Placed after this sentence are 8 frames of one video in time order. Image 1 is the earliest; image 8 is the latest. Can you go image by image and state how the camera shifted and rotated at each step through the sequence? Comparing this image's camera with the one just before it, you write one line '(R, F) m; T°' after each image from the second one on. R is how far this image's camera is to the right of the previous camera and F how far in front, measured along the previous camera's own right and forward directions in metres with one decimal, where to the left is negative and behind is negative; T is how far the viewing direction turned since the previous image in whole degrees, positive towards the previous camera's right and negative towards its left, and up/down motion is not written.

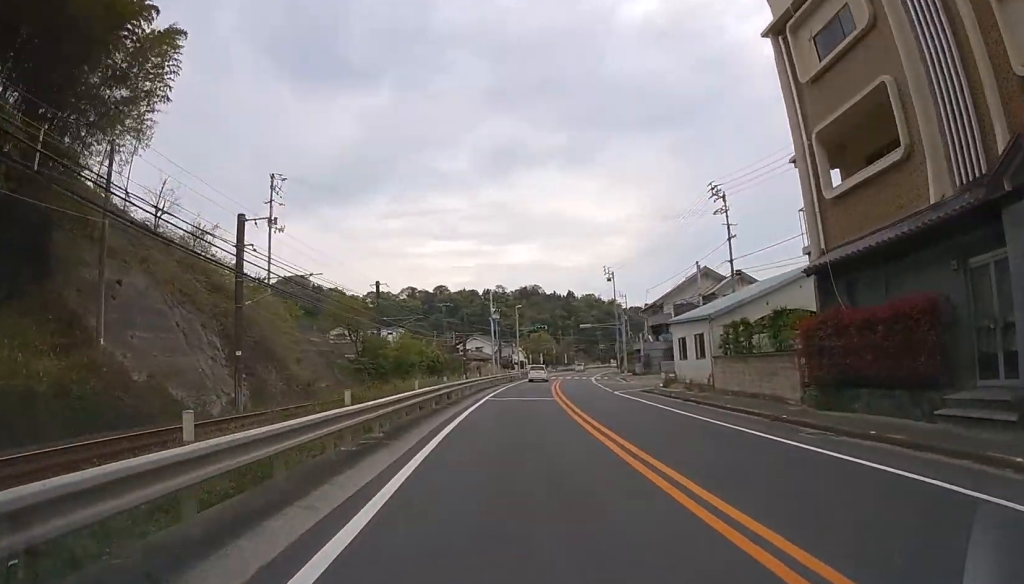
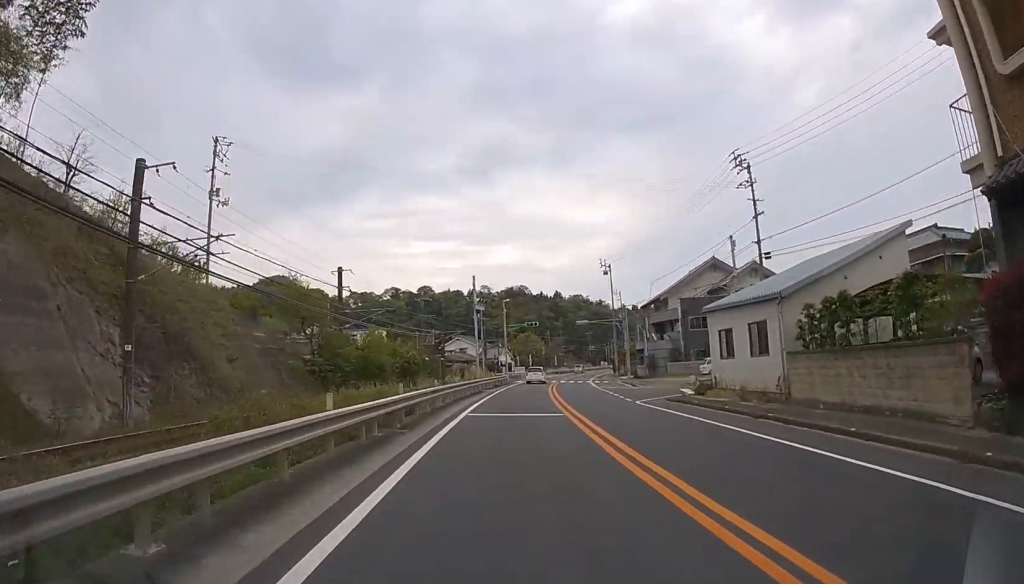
(0.0, +7.2) m; 0°
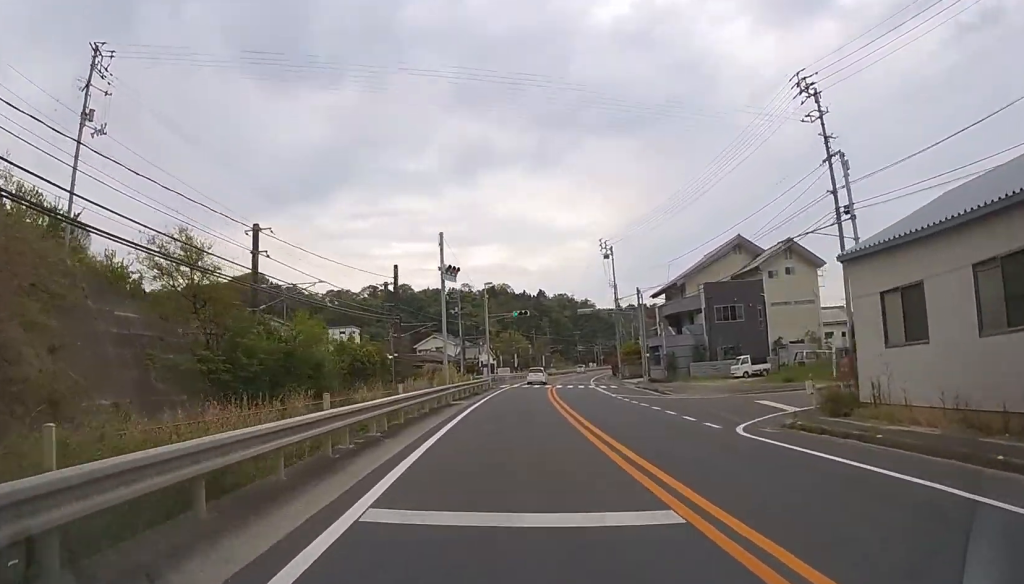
(0.0, +12.1) m; 0°
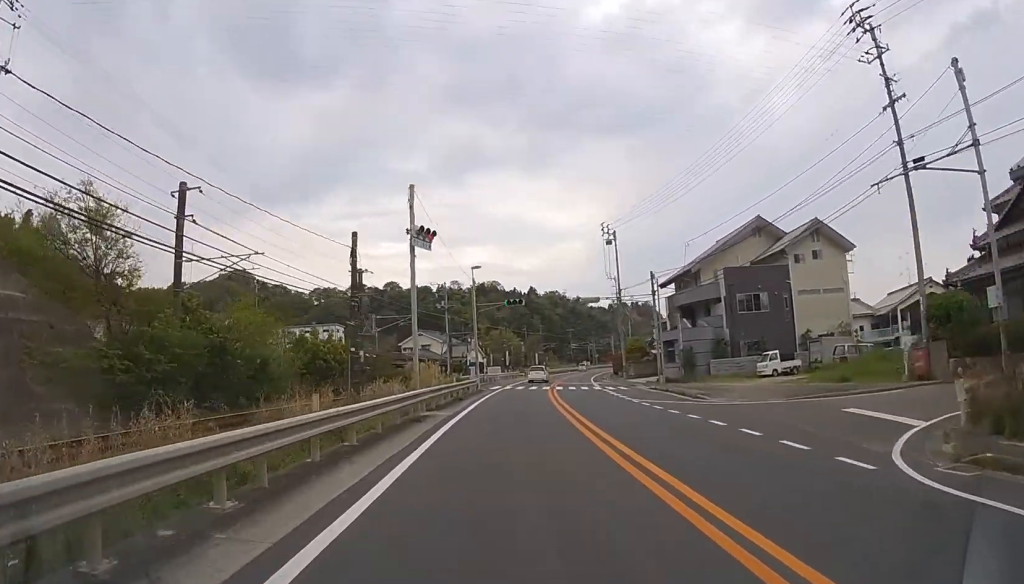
(0.0, +6.3) m; 0°
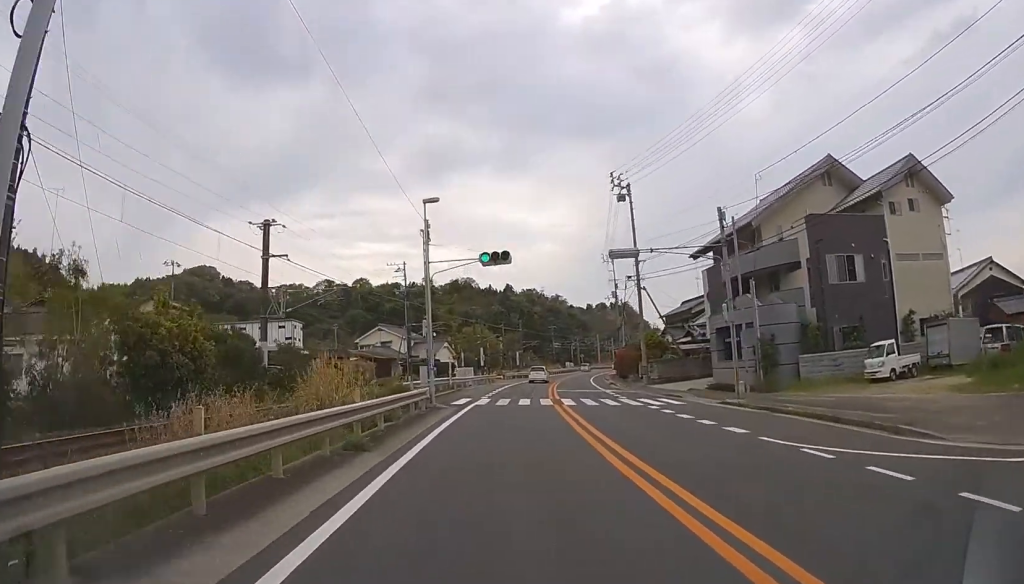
(0.0, +15.1) m; 0°
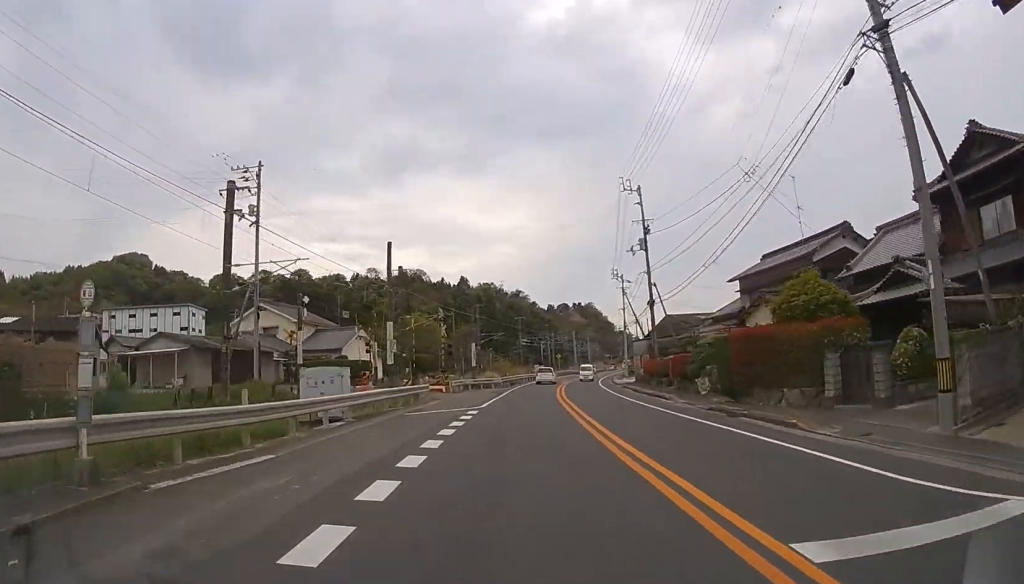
(+1.4, +30.4) m; +10°
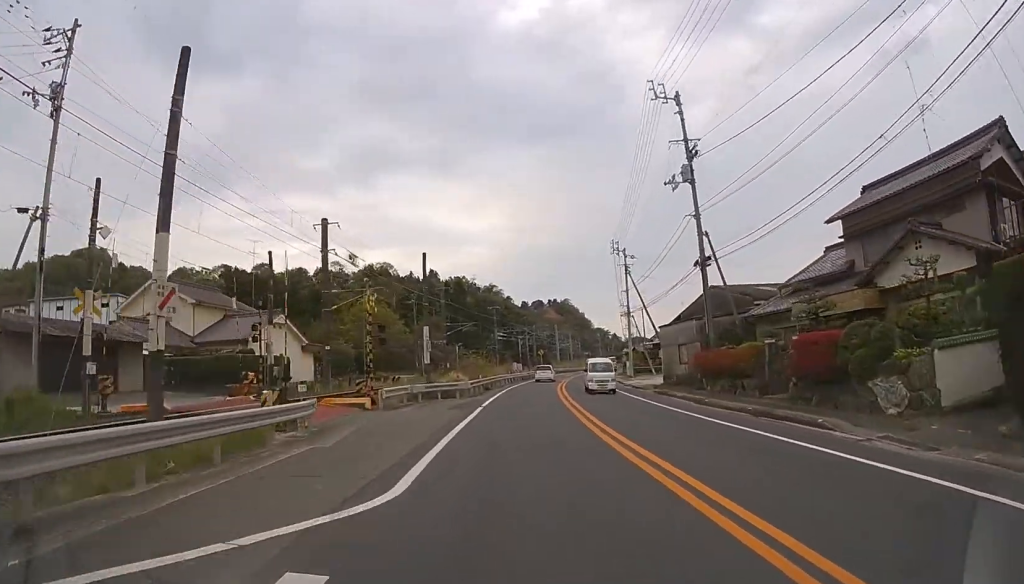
(+1.3, +15.0) m; +5°
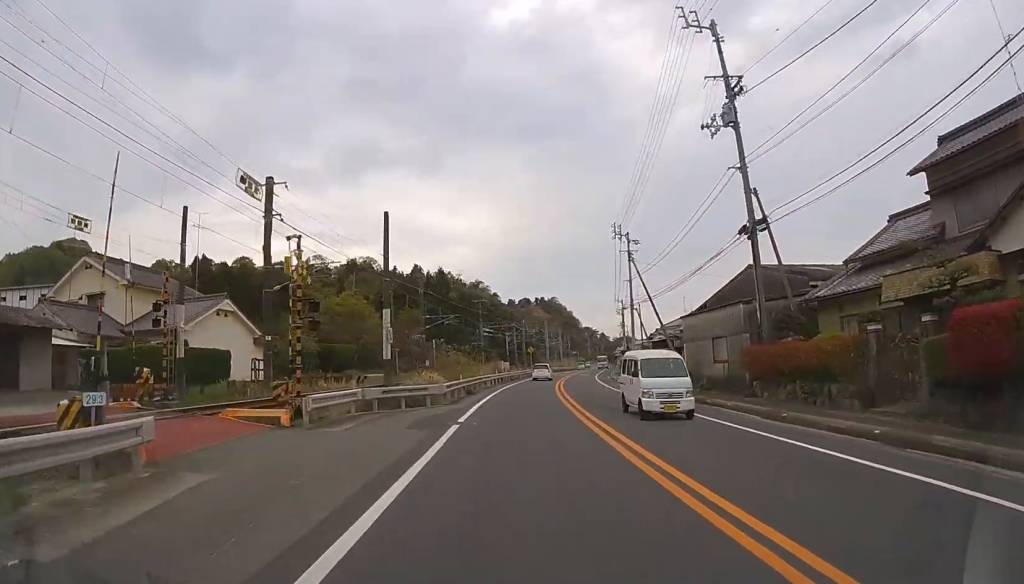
(0.0, +7.1) m; 0°
